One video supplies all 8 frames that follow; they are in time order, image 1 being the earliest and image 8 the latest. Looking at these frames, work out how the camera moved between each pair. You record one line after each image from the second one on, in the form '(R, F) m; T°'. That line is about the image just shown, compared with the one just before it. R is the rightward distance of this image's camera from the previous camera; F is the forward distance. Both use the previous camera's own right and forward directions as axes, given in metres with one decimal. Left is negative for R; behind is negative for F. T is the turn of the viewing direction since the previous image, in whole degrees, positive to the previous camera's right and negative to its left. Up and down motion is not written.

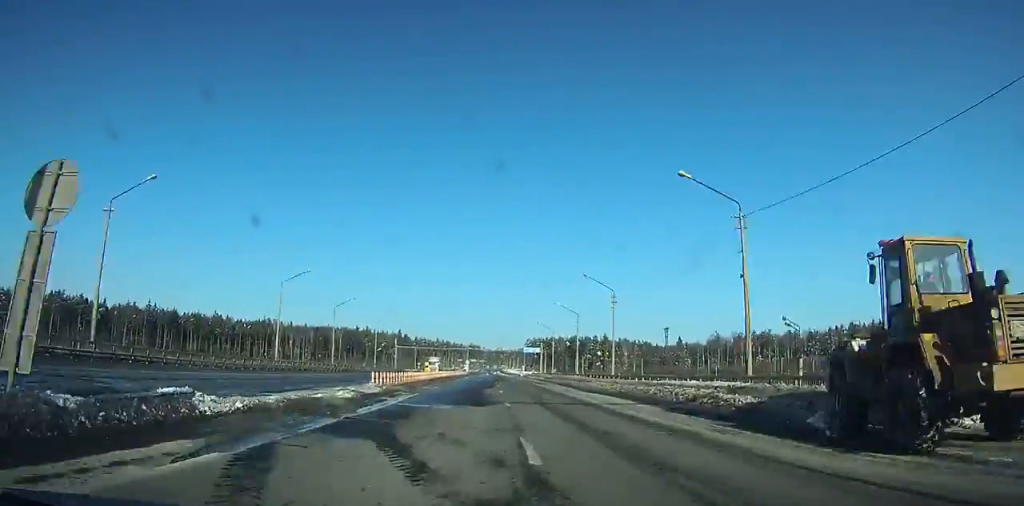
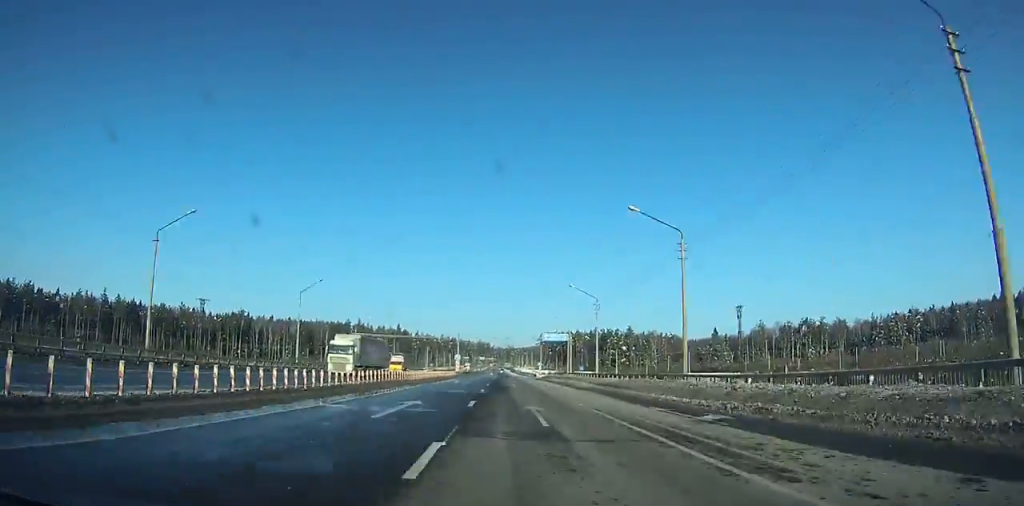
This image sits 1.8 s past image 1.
(-0.3, +53.5) m; 0°
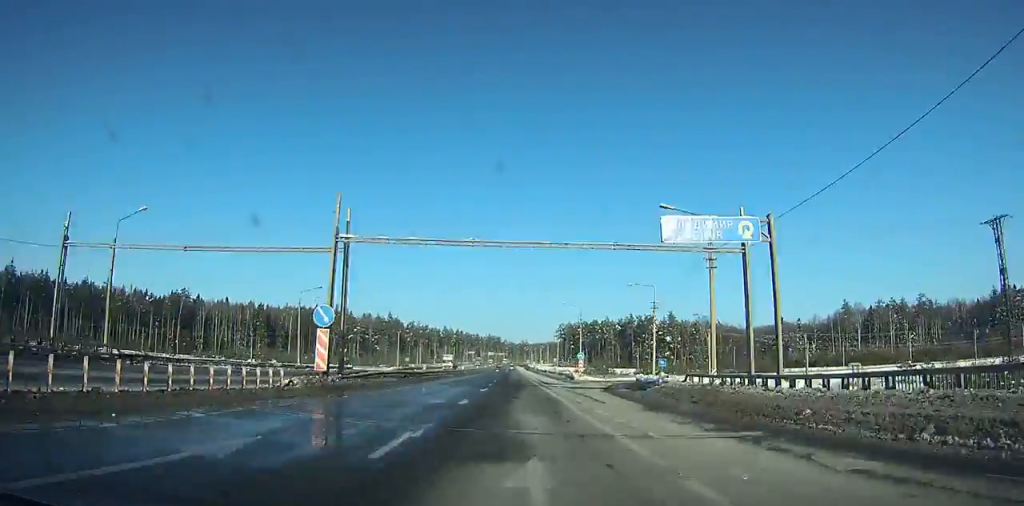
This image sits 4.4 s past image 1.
(-0.5, +74.8) m; -1°
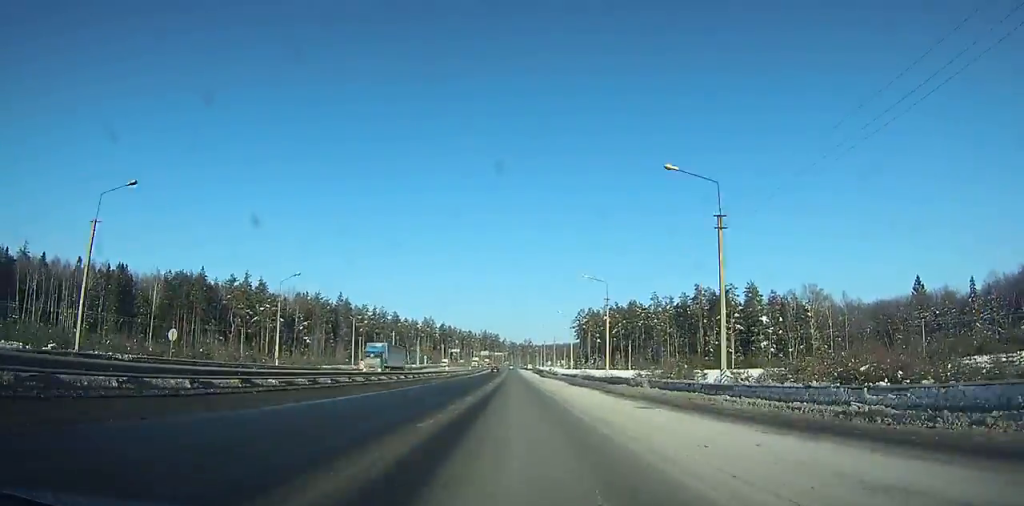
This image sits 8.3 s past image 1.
(-0.4, +106.9) m; 0°
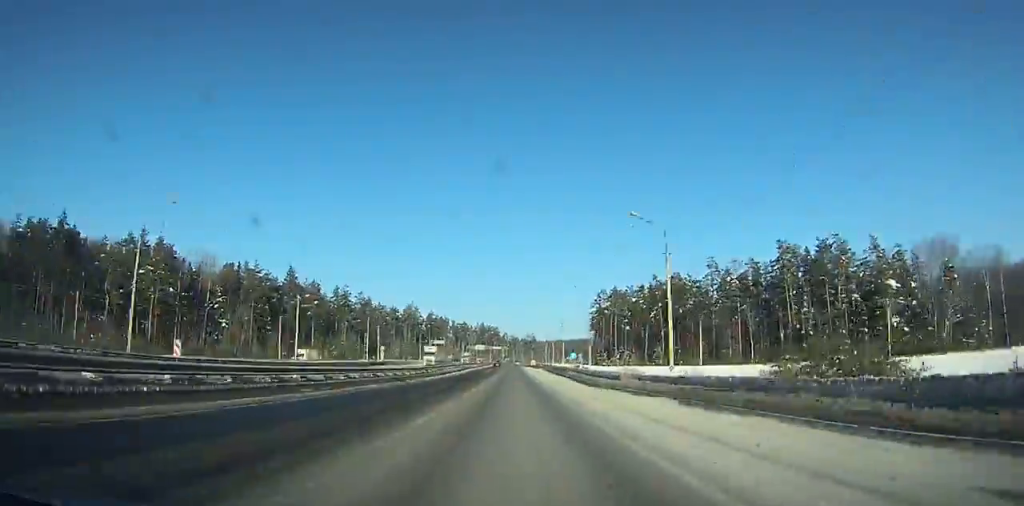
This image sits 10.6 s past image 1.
(-0.1, +60.9) m; 0°
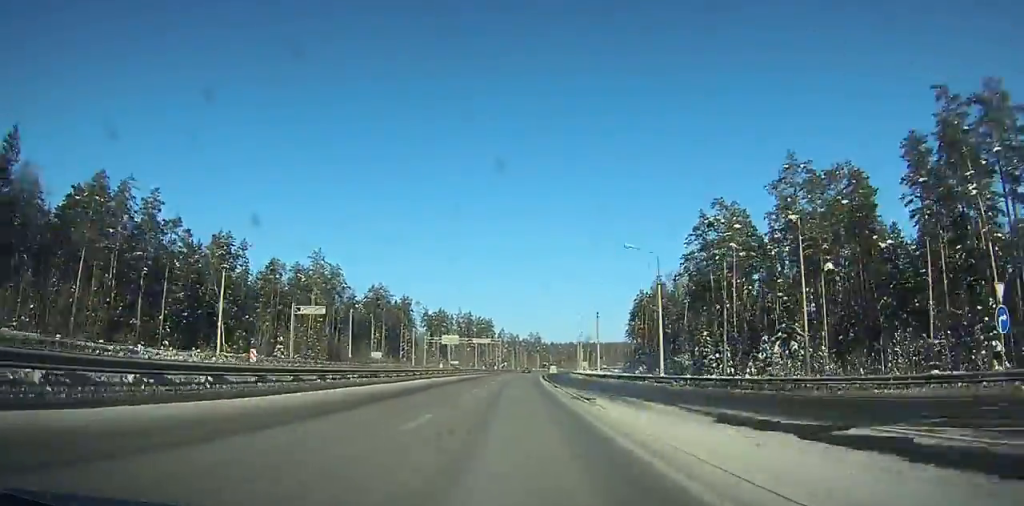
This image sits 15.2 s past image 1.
(+0.6, +118.8) m; +2°
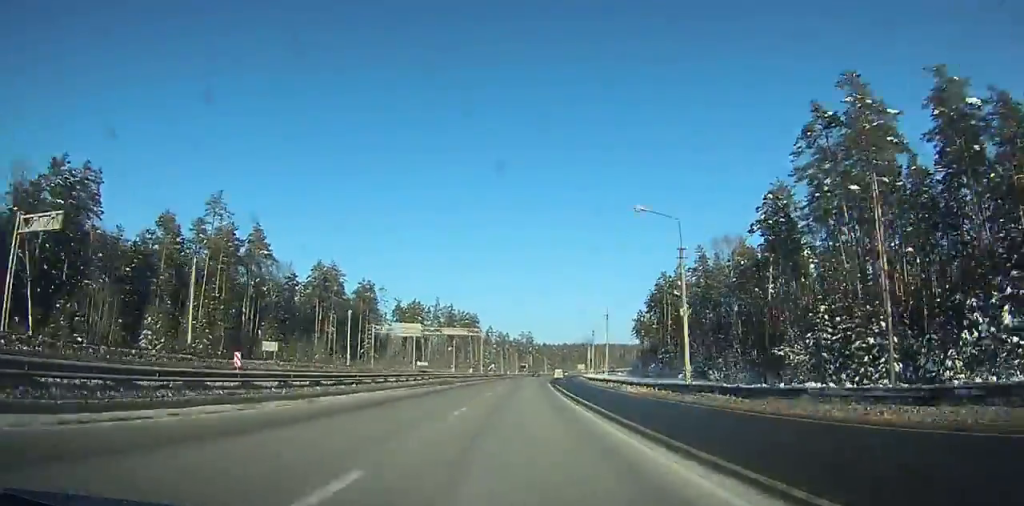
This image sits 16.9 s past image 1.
(+0.8, +42.7) m; +2°
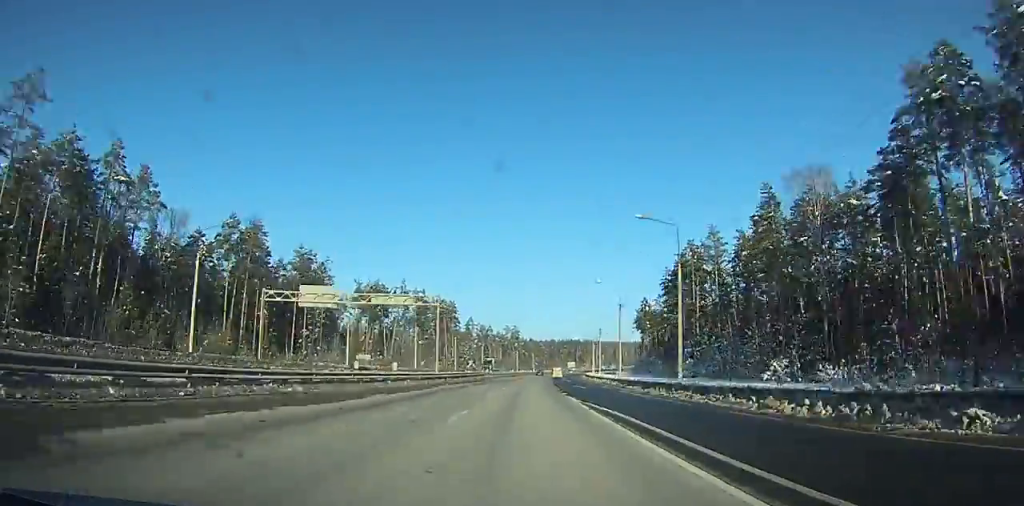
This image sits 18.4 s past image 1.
(-0.2, +37.6) m; +2°
